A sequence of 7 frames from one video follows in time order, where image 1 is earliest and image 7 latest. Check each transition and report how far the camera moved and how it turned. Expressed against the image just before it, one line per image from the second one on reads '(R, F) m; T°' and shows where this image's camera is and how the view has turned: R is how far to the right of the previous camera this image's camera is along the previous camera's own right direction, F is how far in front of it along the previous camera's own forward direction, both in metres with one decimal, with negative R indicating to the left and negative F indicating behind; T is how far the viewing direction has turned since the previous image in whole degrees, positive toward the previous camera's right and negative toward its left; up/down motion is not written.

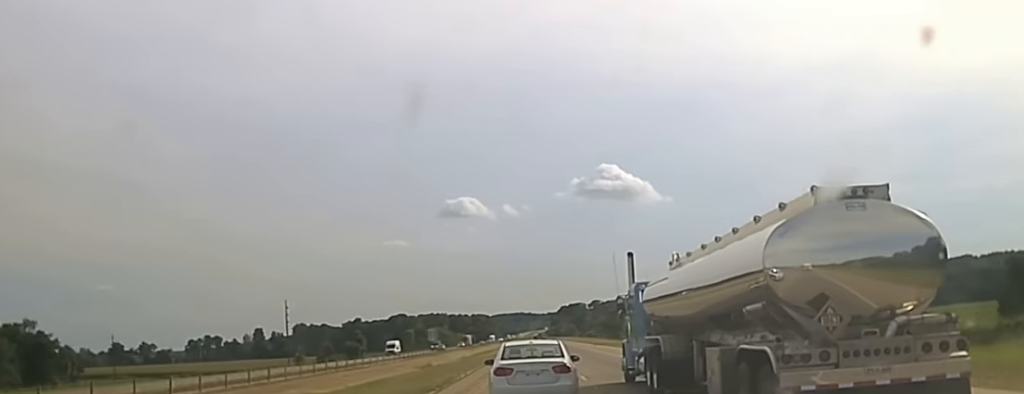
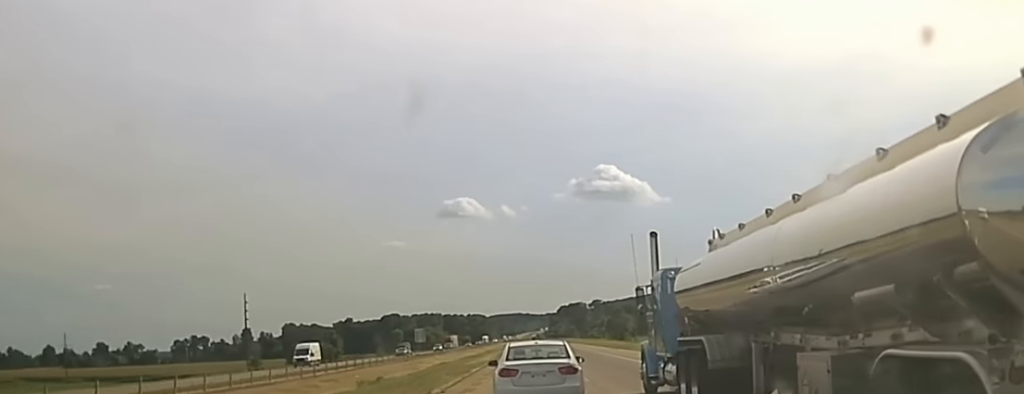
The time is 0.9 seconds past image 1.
(+0.3, +35.2) m; 0°
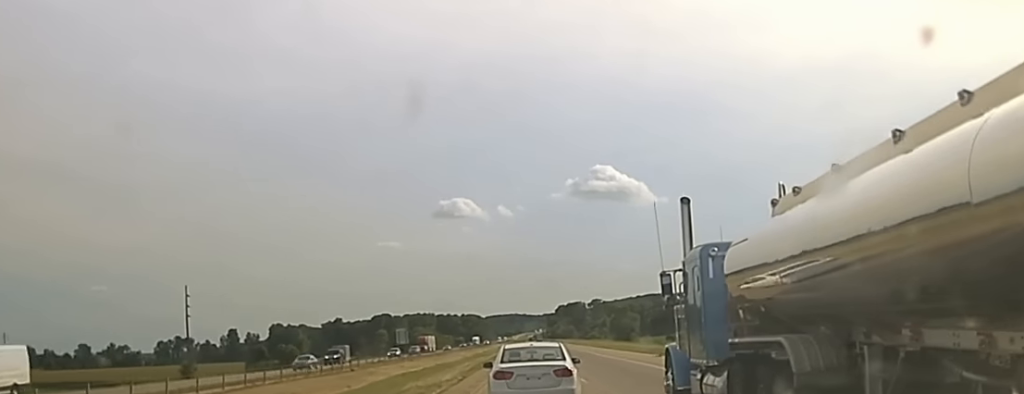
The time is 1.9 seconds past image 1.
(0.0, +36.2) m; -1°
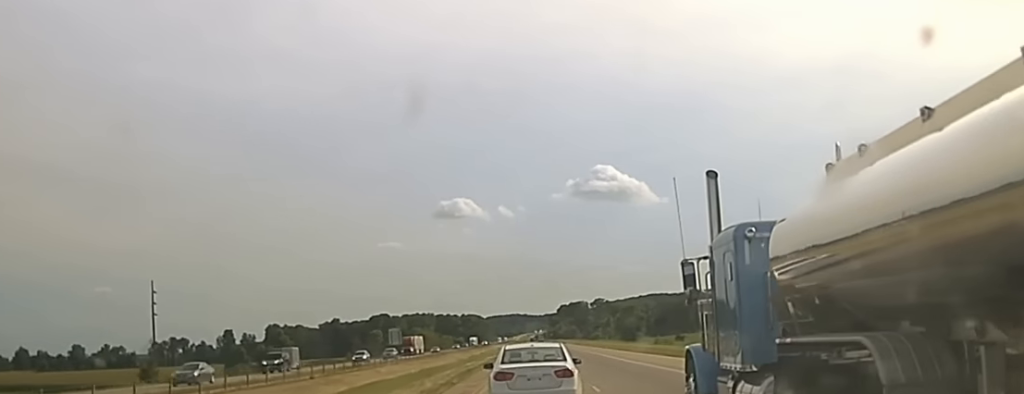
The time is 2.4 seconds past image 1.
(-0.2, +18.4) m; 0°
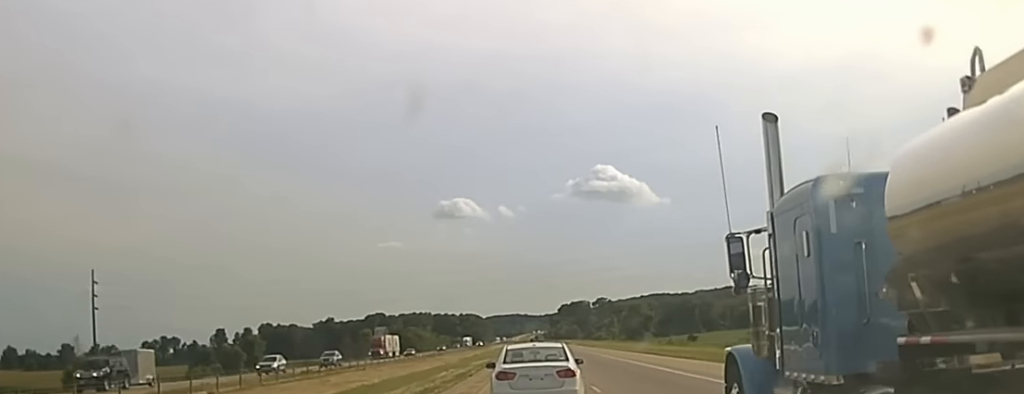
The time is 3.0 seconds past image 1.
(-0.1, +24.8) m; 0°
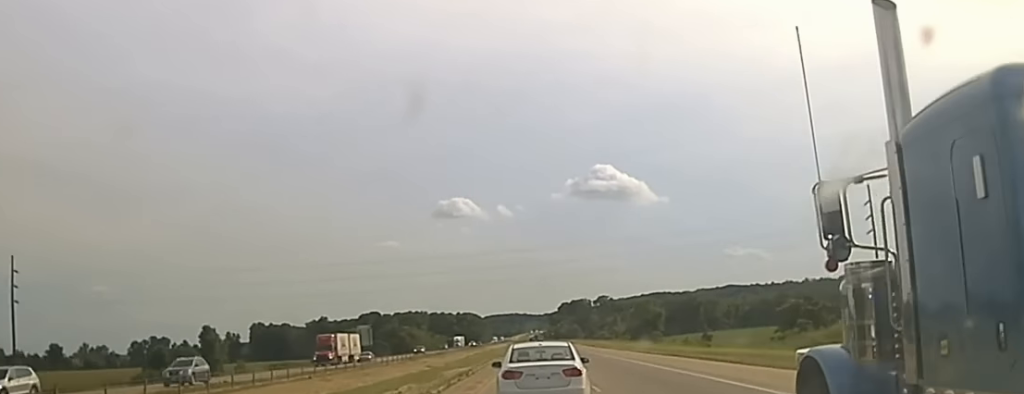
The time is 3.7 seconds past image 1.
(+0.2, +24.8) m; 0°
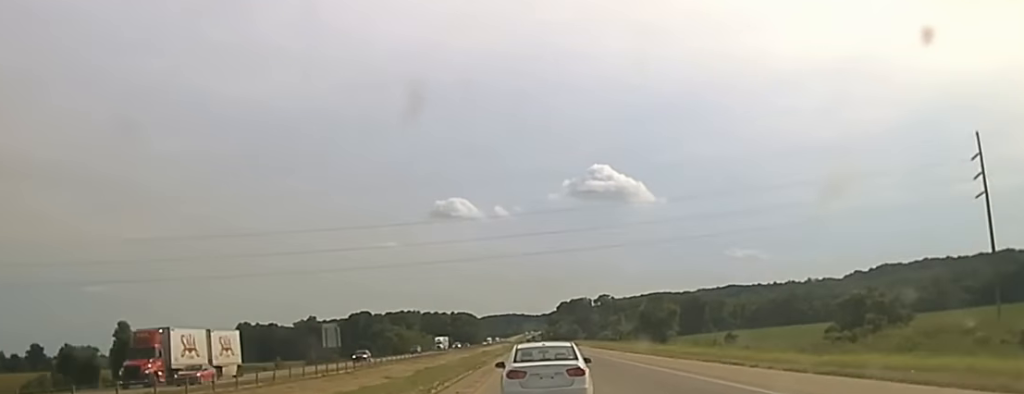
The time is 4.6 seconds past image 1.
(+0.1, +34.4) m; 0°
